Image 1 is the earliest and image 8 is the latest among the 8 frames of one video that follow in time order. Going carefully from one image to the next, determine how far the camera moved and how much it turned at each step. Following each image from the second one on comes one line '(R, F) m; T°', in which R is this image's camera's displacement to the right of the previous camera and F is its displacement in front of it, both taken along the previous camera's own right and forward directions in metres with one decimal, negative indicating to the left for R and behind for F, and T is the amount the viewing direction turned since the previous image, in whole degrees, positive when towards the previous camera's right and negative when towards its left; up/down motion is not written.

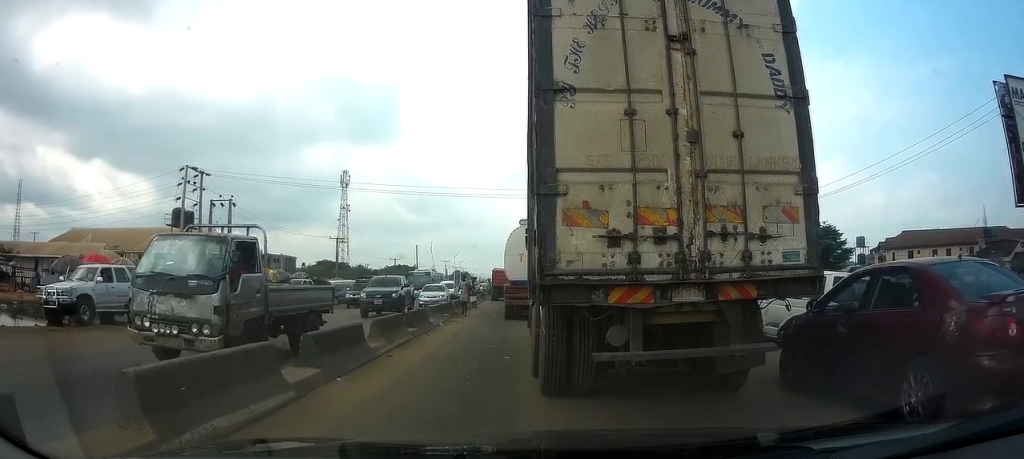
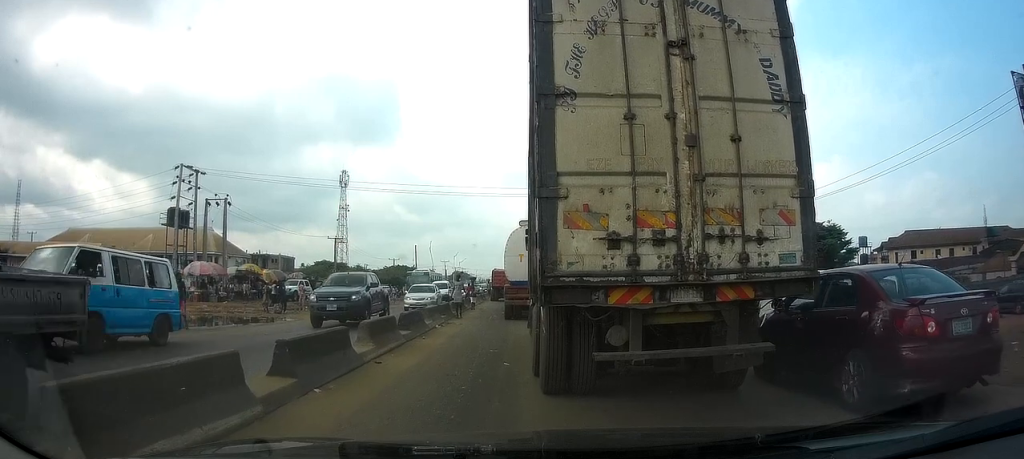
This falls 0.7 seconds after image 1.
(-0.1, +0.9) m; 0°
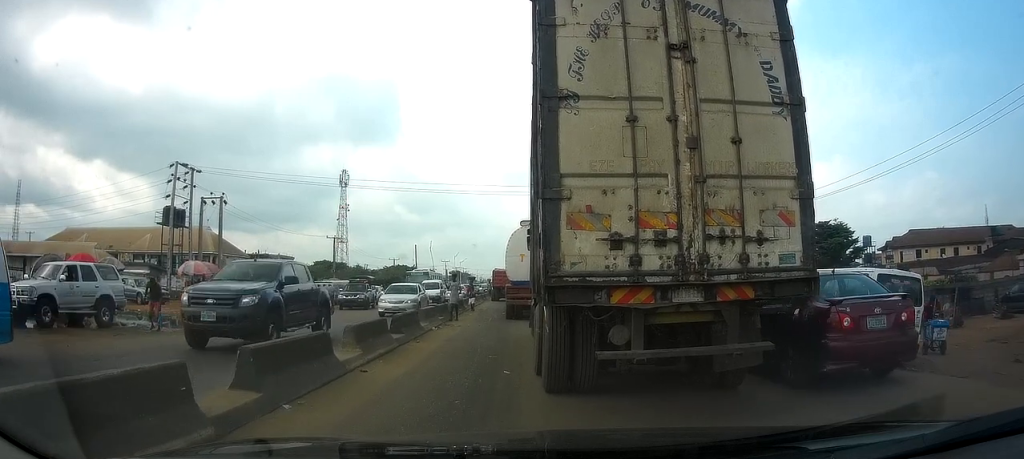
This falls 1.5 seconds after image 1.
(-0.1, +1.0) m; 0°
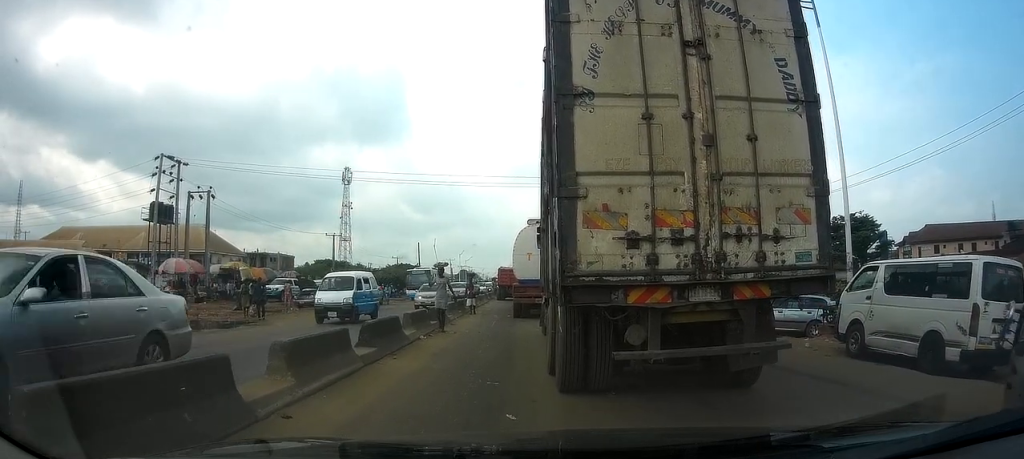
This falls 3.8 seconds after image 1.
(-0.3, +3.0) m; -6°
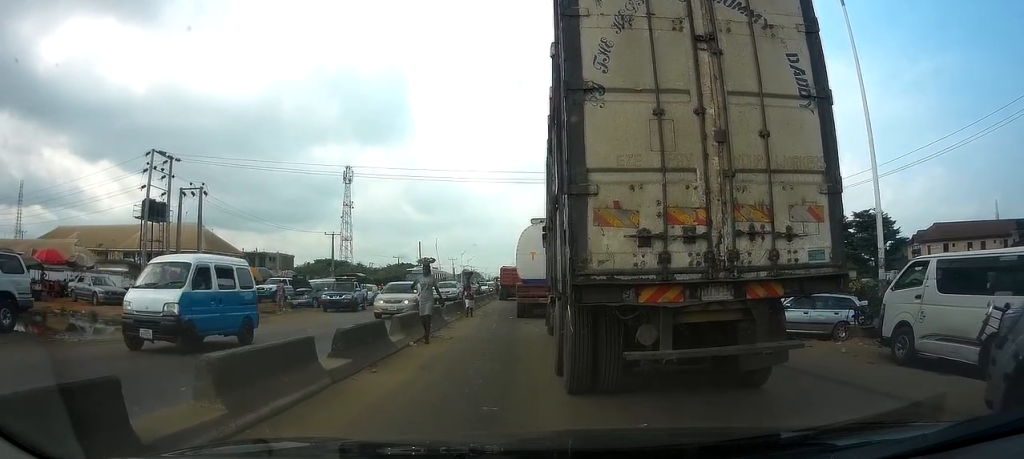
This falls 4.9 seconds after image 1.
(0.0, +1.7) m; +1°
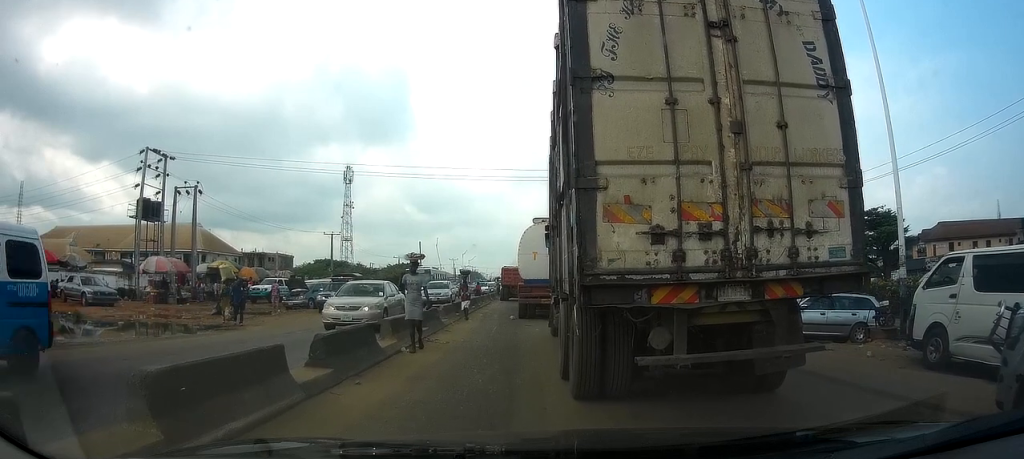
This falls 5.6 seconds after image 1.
(0.0, +1.0) m; 0°
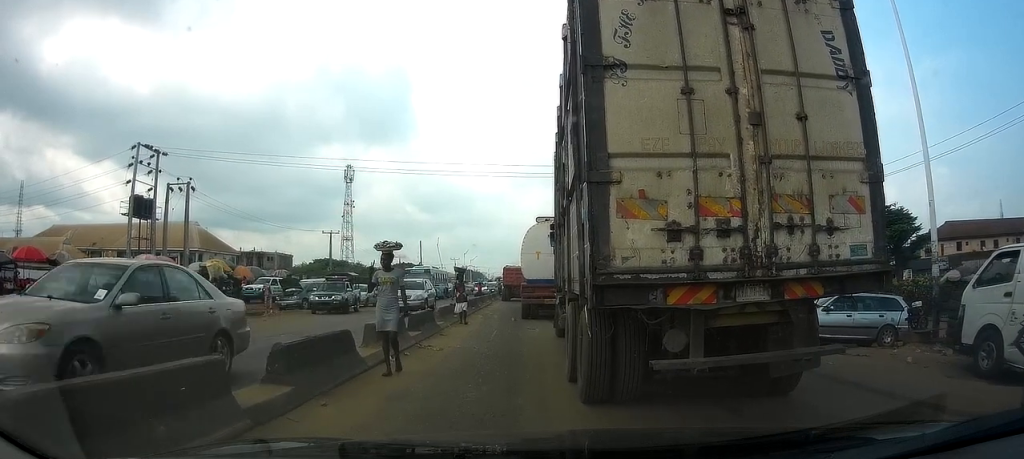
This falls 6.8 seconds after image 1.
(-0.1, +1.4) m; 0°
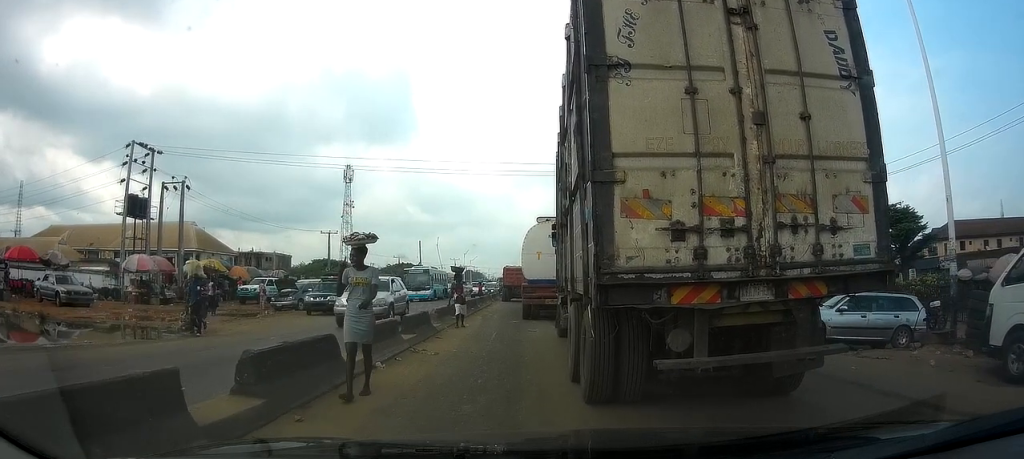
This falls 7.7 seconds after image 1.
(-0.1, +0.7) m; 0°
